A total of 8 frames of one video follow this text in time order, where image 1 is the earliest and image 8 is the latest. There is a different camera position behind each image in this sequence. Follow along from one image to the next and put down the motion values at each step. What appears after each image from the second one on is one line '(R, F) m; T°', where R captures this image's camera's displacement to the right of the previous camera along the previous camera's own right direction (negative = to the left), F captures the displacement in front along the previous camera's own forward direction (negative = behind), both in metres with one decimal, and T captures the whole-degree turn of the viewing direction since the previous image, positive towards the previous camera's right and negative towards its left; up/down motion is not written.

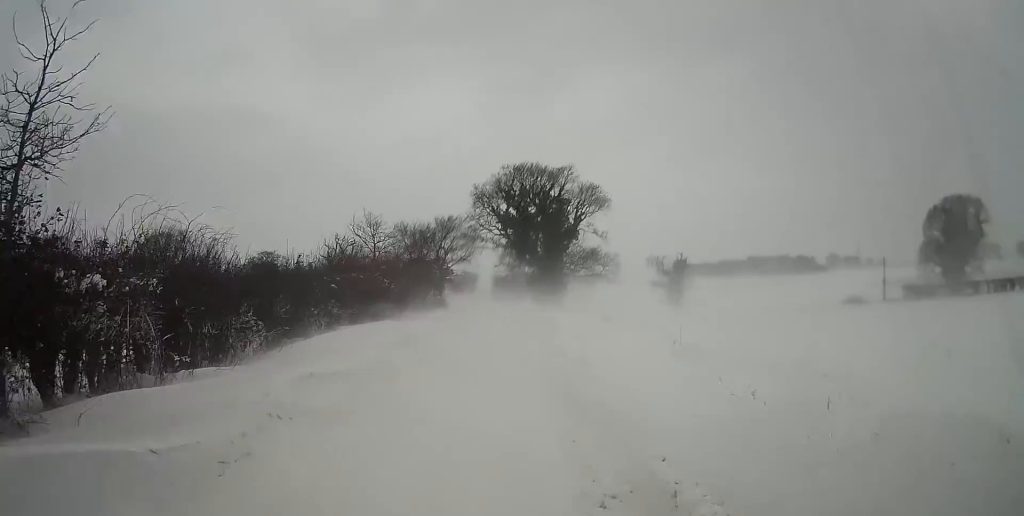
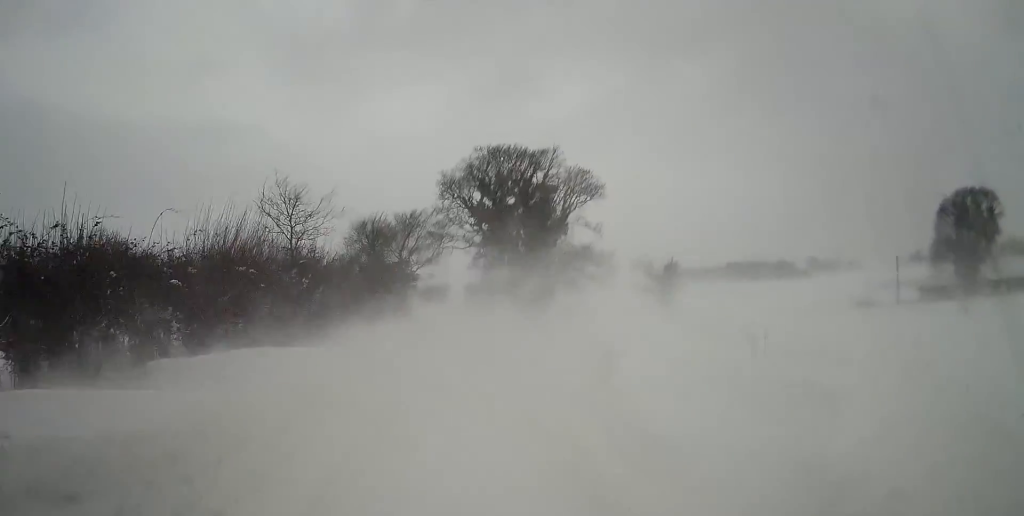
(+0.2, +9.6) m; +2°
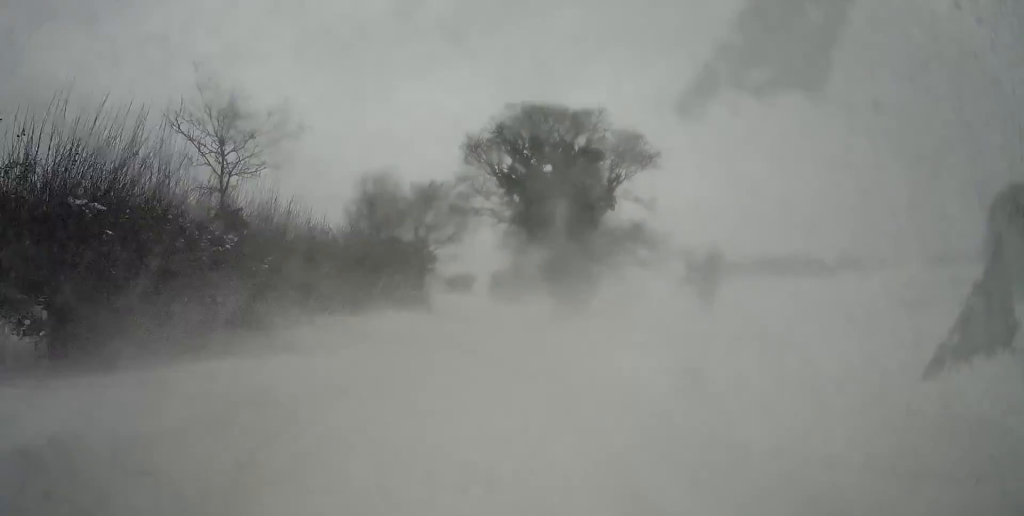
(+0.1, +7.6) m; +1°
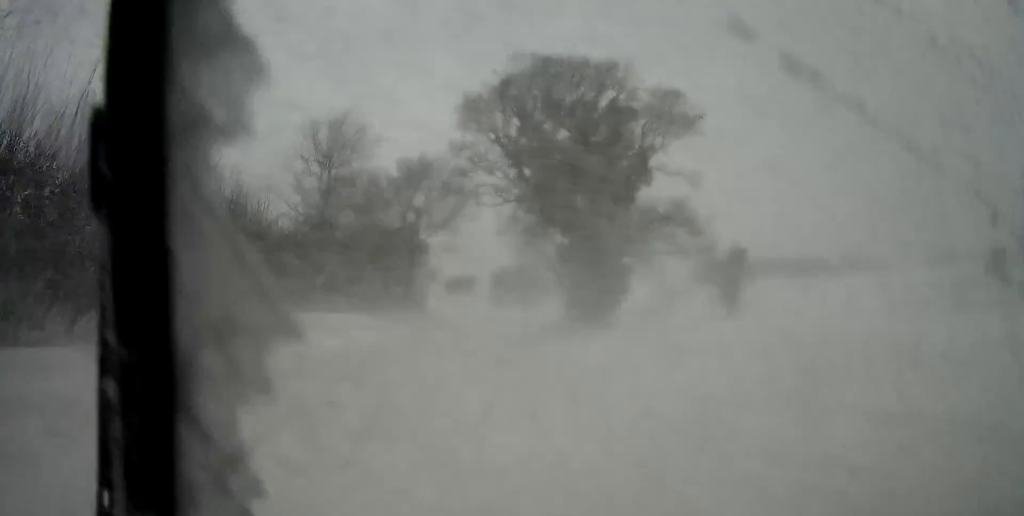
(0.0, +8.2) m; 0°
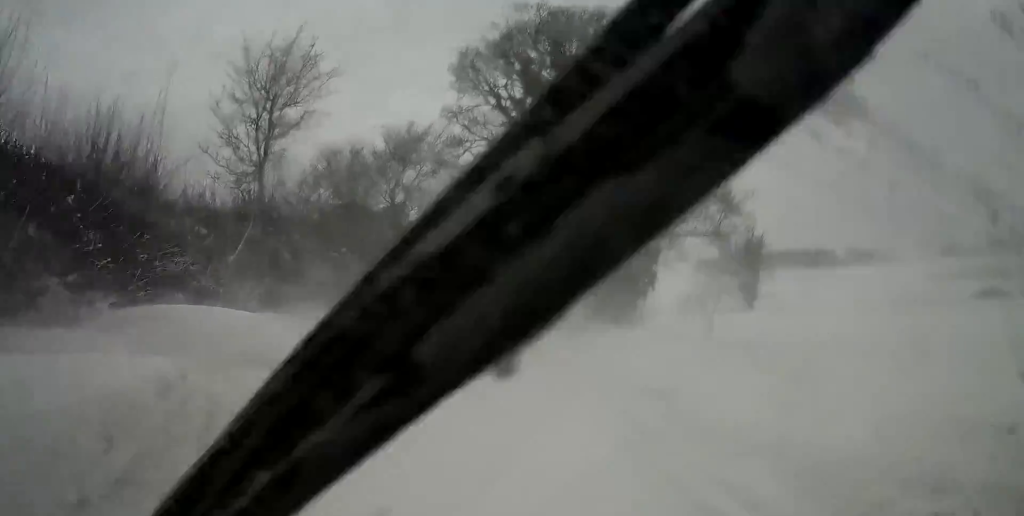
(0.0, +4.9) m; +1°
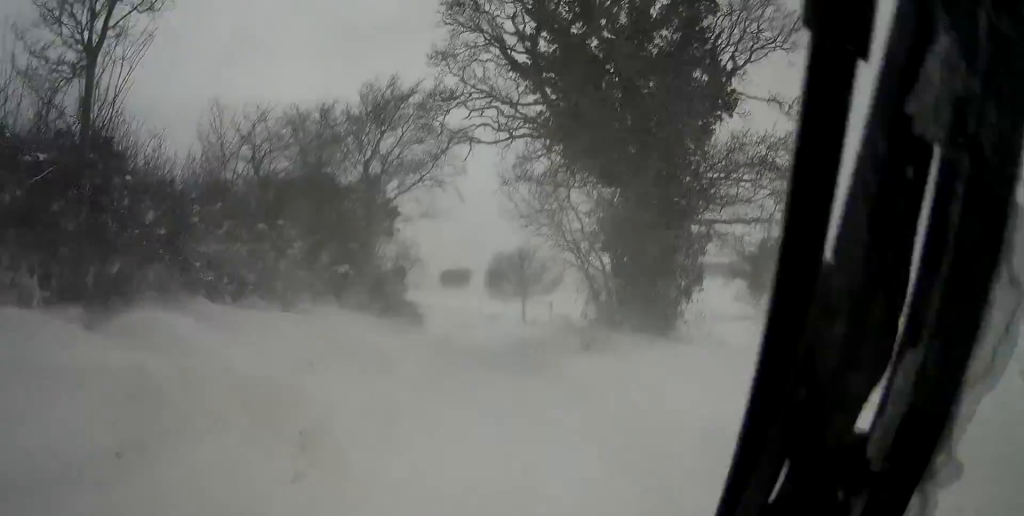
(+0.1, +6.3) m; 0°
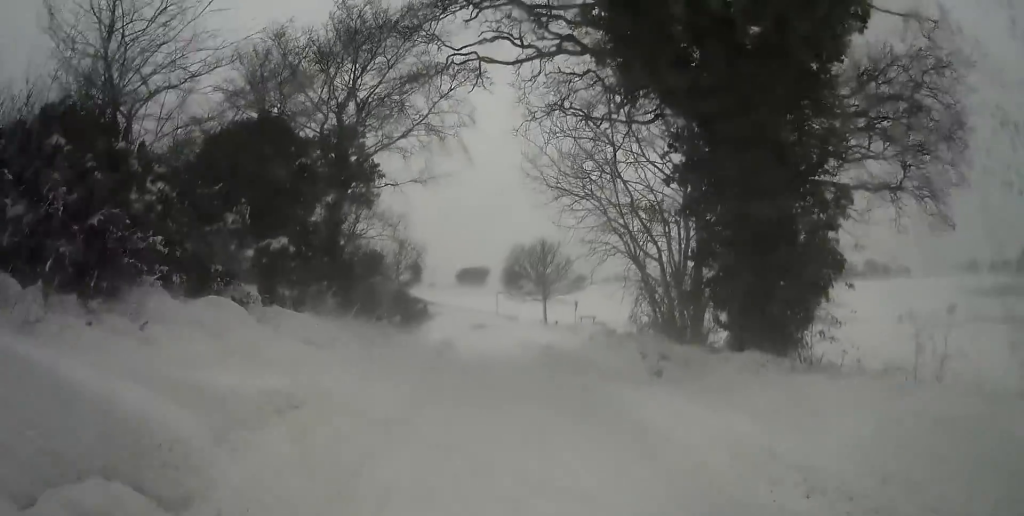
(0.0, +7.4) m; -1°
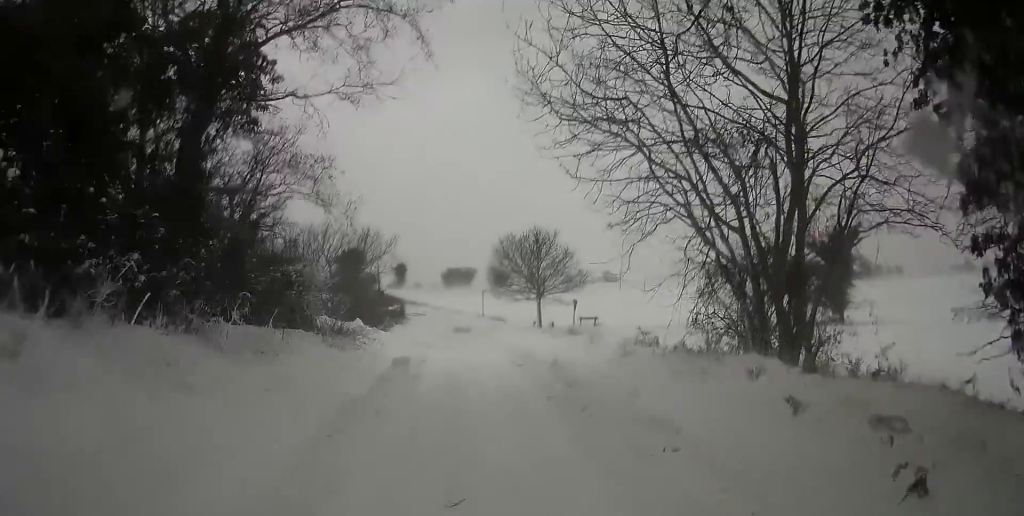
(-0.1, +8.4) m; -2°
